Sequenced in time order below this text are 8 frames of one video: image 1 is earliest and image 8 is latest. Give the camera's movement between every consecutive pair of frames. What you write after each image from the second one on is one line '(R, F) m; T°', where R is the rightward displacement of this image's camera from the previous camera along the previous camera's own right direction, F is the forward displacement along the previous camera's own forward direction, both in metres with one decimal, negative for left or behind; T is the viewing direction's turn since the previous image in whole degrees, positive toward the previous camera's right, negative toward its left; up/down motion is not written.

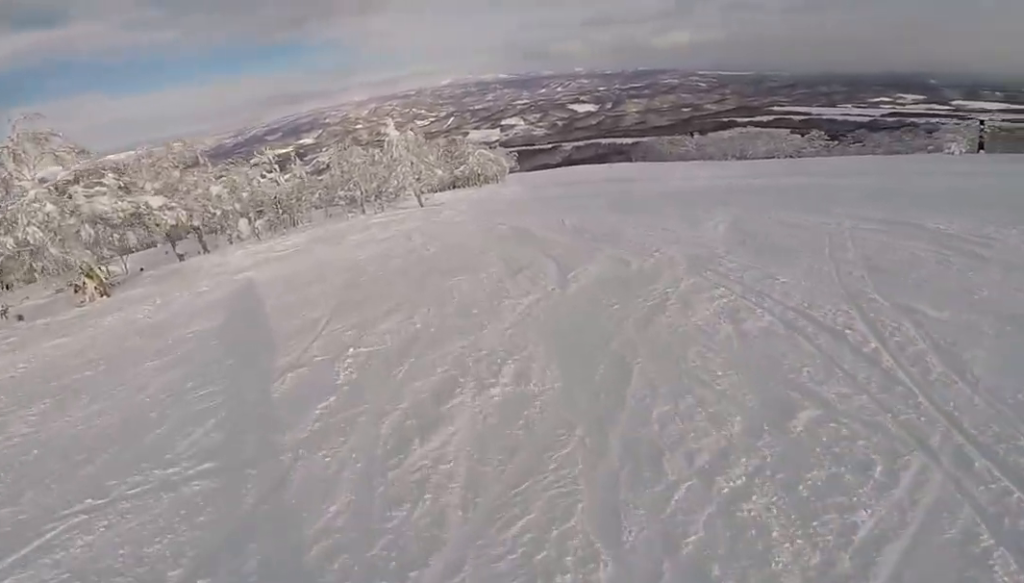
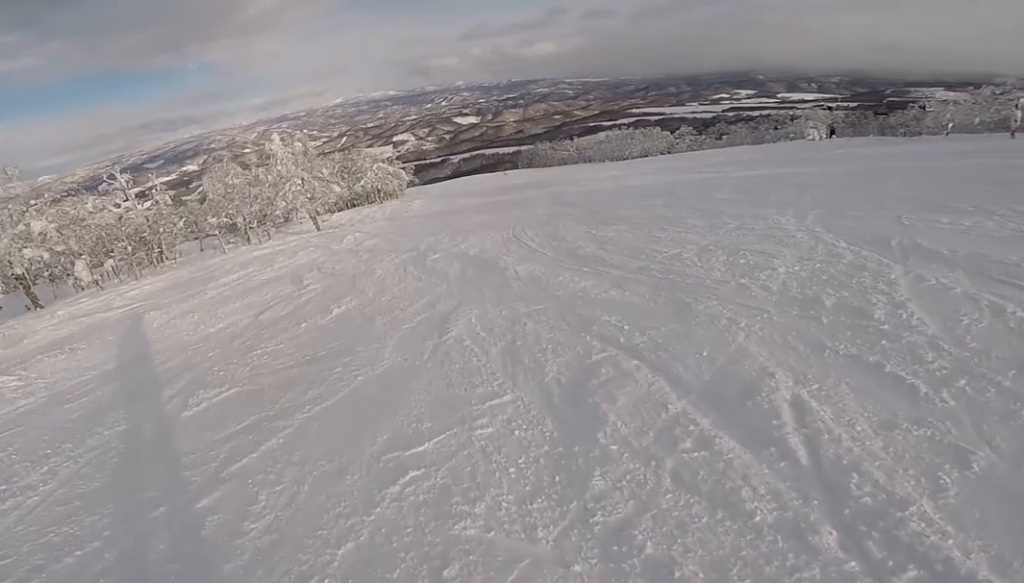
(+0.6, +5.5) m; +14°
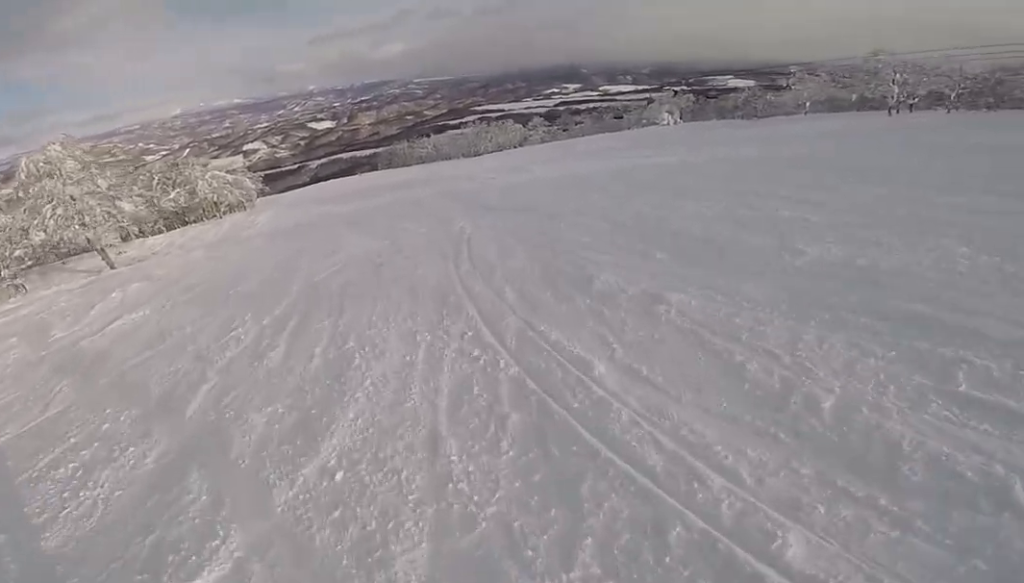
(+1.4, +8.6) m; +21°
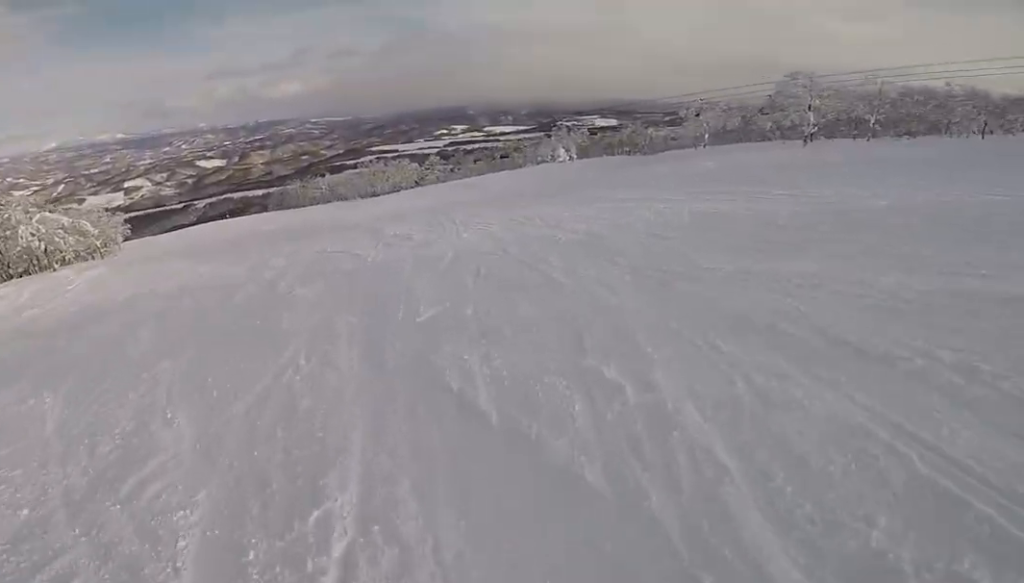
(+1.9, +8.0) m; +12°
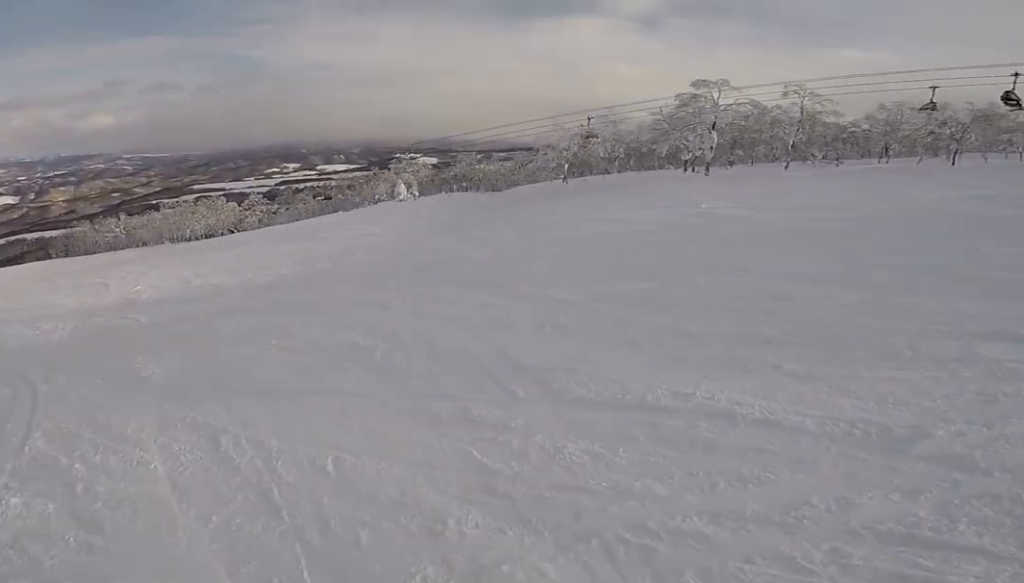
(-0.1, +14.0) m; +6°
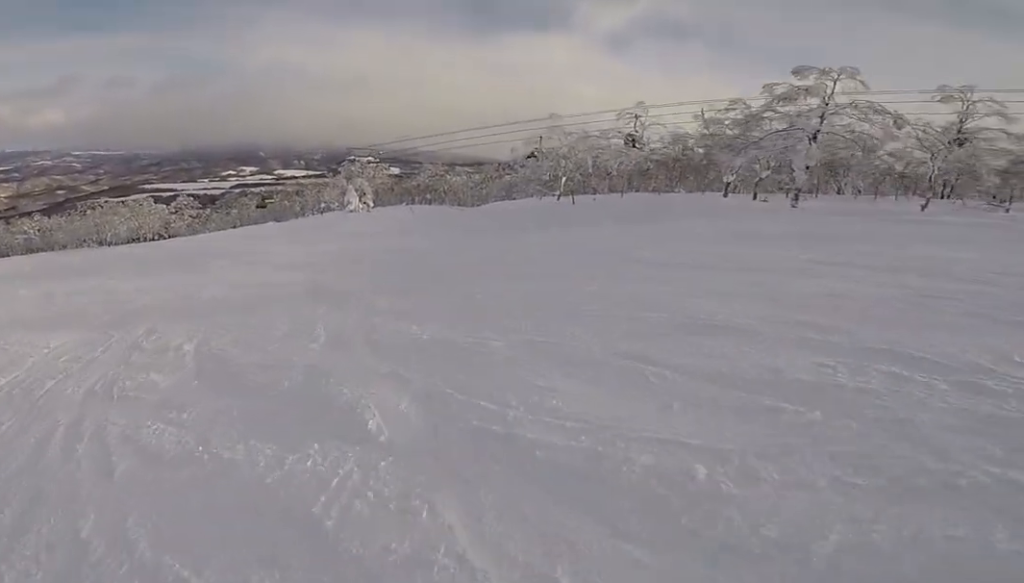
(+1.4, +10.8) m; +7°
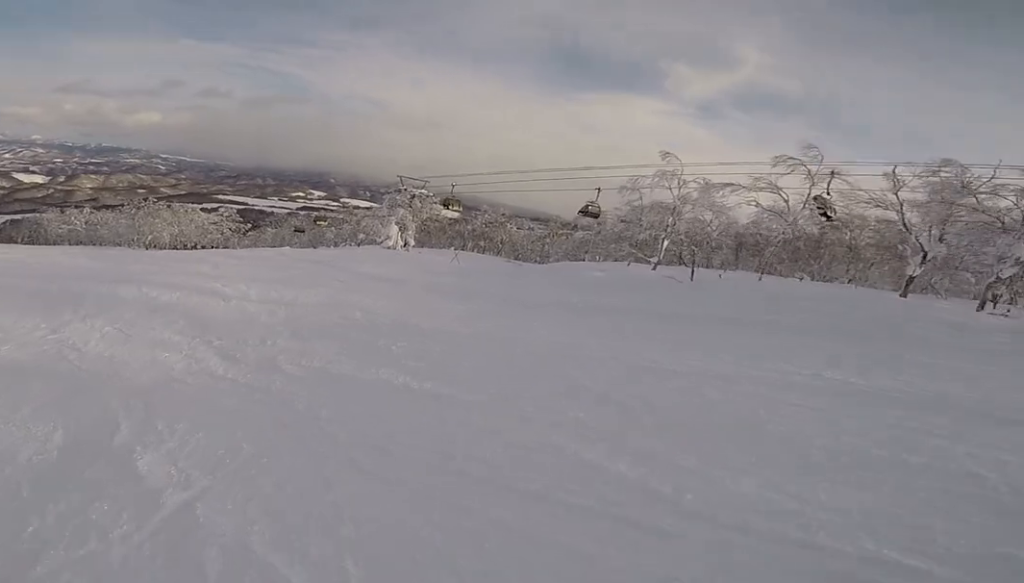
(-0.2, +8.6) m; -6°
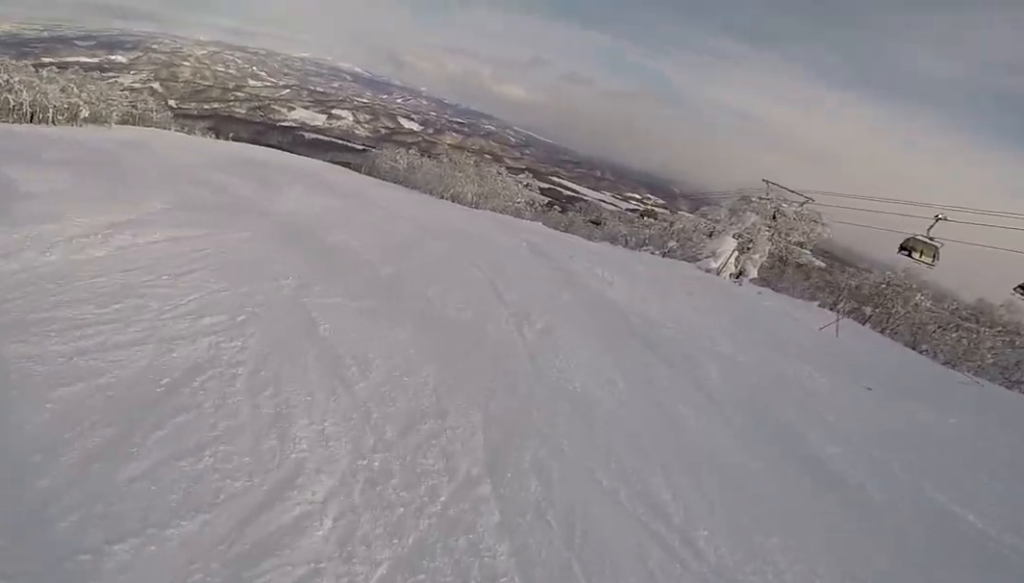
(-1.2, +13.4) m; -23°
